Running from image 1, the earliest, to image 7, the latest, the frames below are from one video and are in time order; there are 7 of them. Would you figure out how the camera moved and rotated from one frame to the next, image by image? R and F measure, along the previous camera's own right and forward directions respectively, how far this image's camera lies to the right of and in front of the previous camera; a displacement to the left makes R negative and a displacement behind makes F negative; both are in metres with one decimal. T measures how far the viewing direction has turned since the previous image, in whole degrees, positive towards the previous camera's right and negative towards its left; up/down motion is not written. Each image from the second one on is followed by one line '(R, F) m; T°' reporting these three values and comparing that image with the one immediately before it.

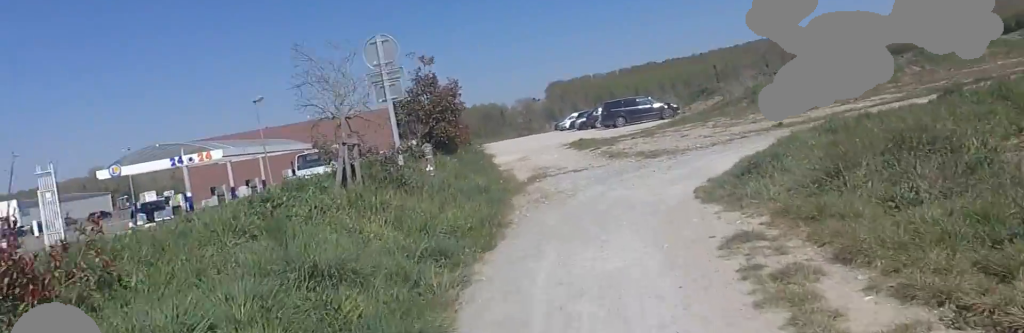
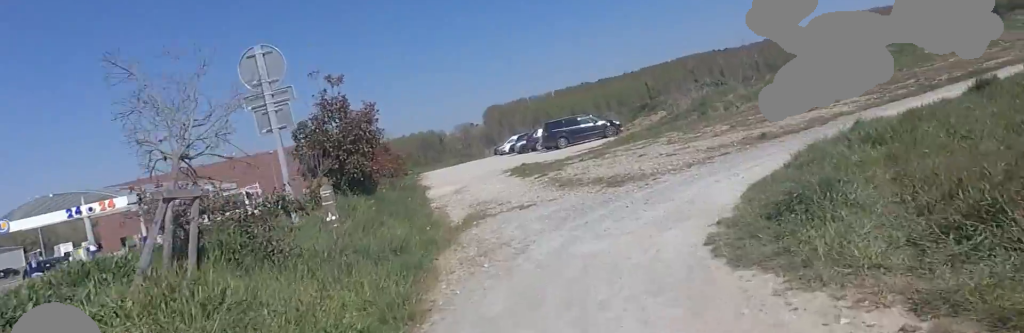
(-0.1, +2.2) m; +12°
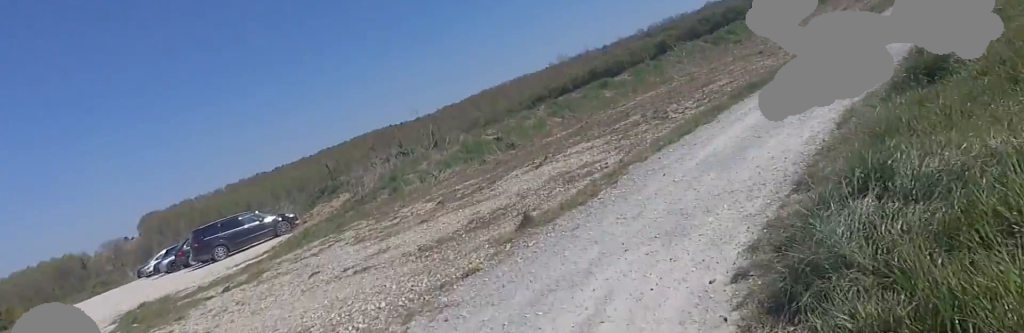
(+1.5, +4.9) m; +34°
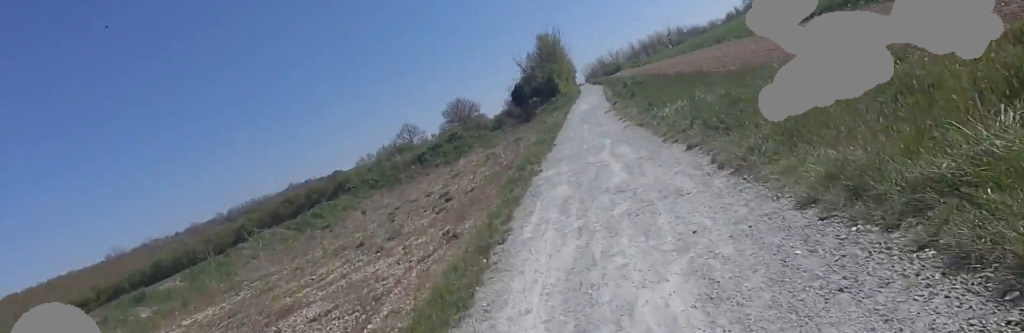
(+1.7, +6.5) m; +17°
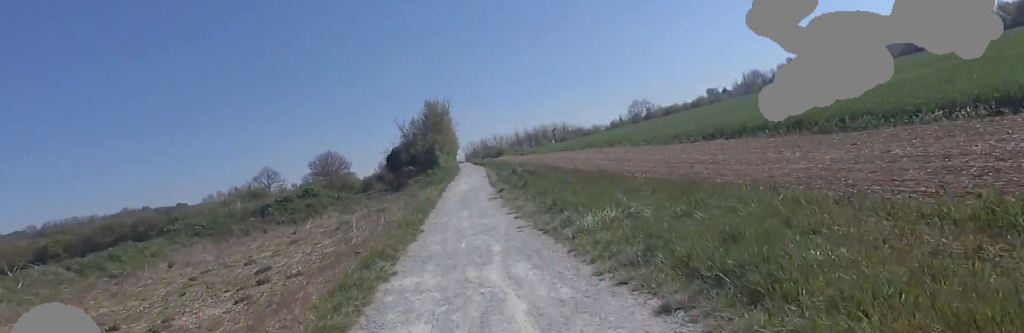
(0.0, +3.6) m; 0°
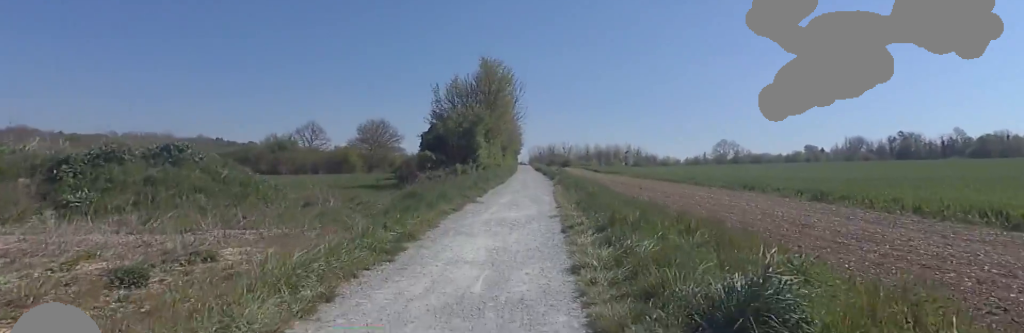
(-0.3, +19.3) m; 0°
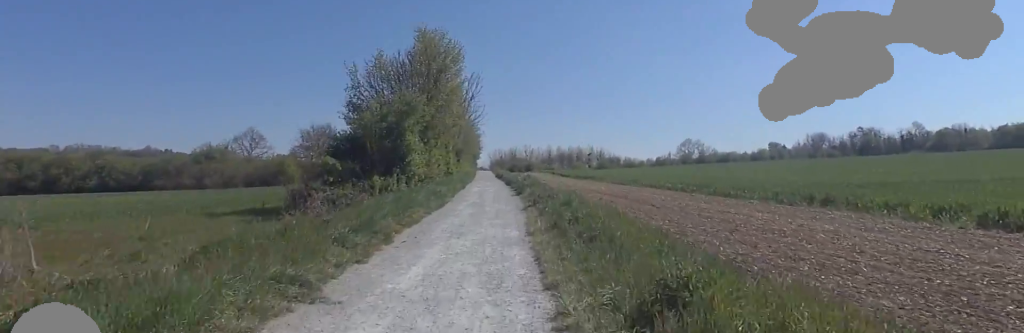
(-0.5, +8.4) m; +1°
